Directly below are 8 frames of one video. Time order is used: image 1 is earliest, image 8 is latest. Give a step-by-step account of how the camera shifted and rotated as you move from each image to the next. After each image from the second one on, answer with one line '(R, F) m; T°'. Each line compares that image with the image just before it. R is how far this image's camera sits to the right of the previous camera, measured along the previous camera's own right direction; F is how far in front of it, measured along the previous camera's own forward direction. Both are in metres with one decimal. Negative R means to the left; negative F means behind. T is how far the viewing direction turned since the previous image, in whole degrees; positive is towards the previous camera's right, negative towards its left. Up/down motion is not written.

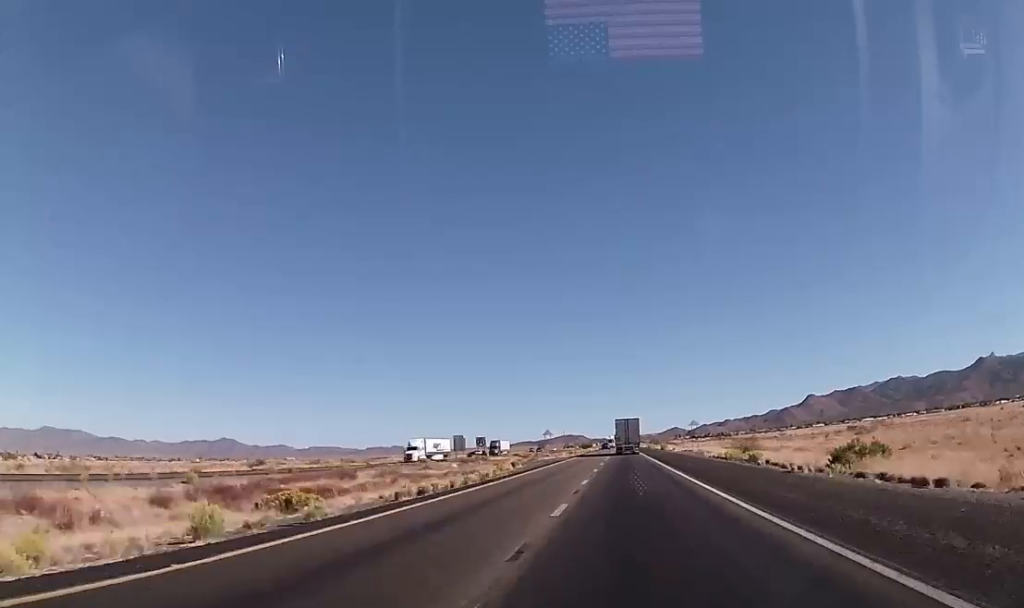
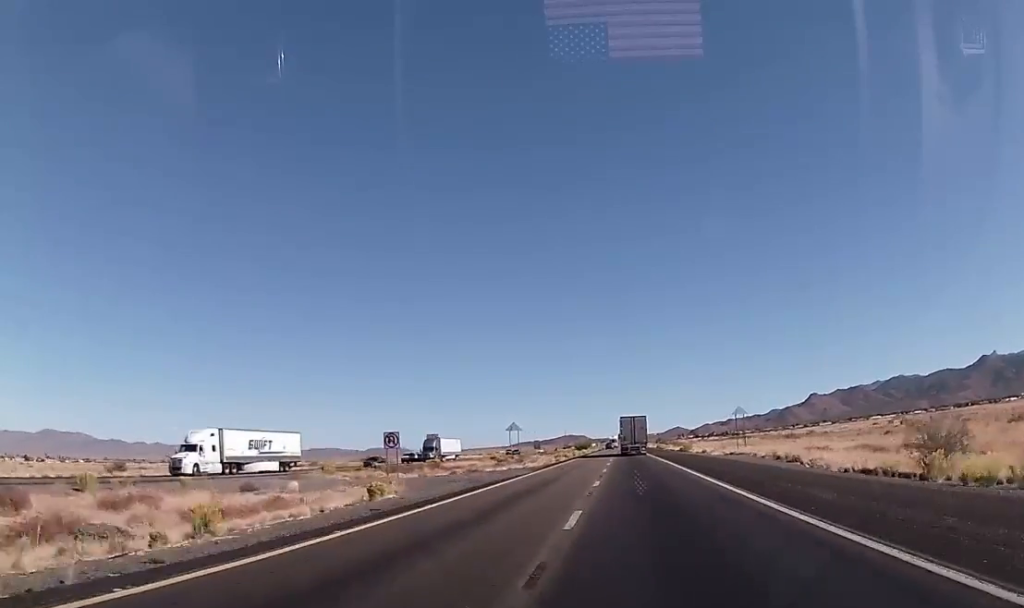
(+0.2, +38.7) m; 0°
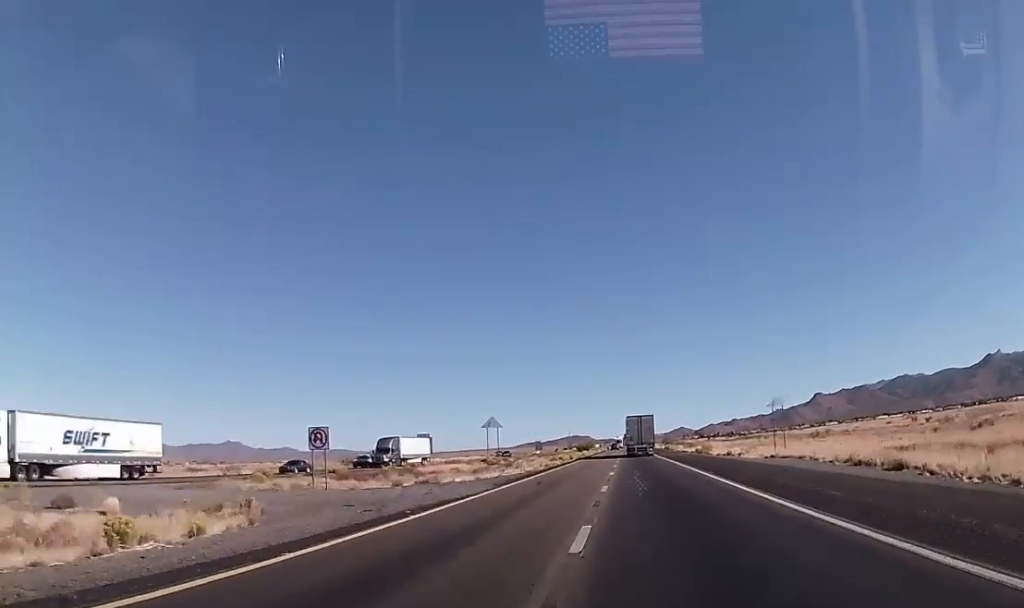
(-0.1, +15.0) m; 0°
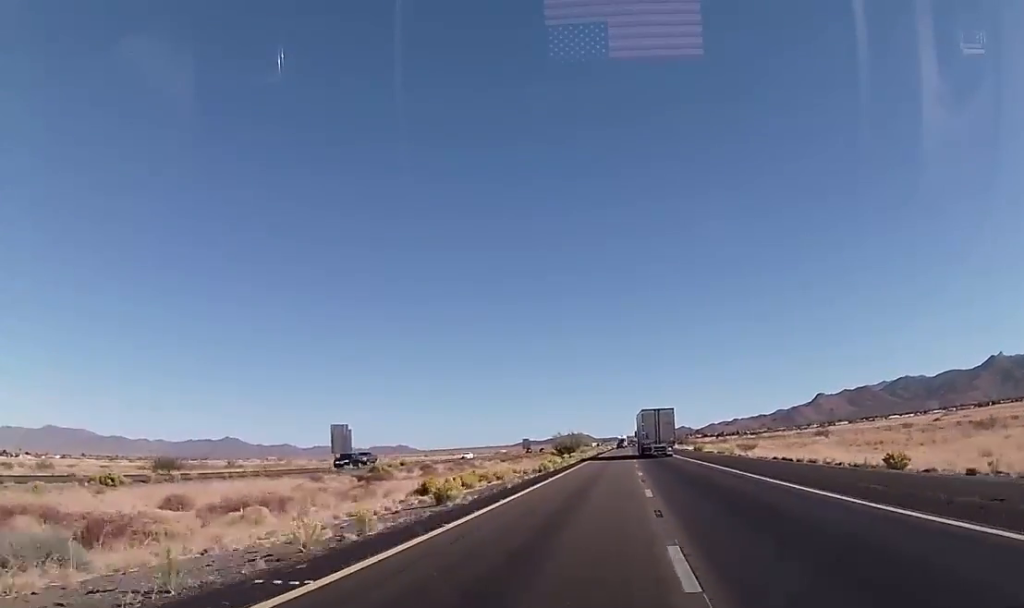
(+0.4, +64.1) m; 0°
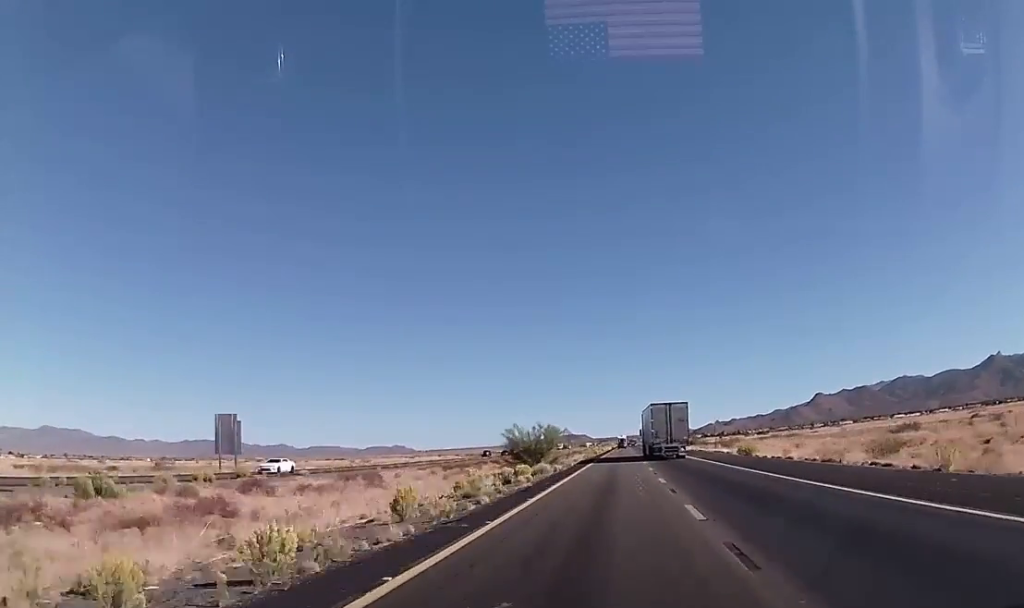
(-0.4, +42.9) m; -1°
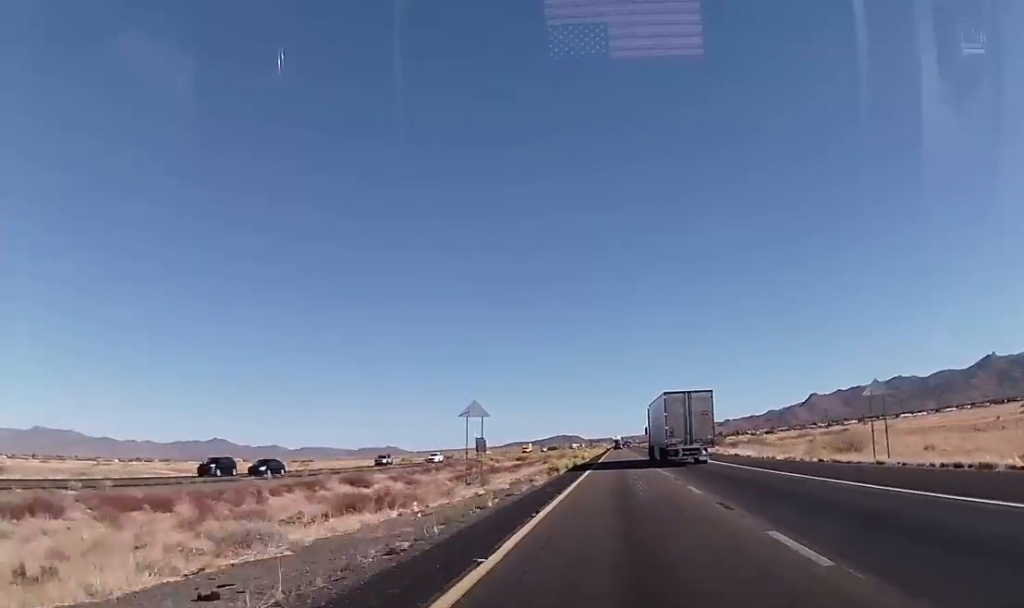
(+0.3, +66.8) m; +1°
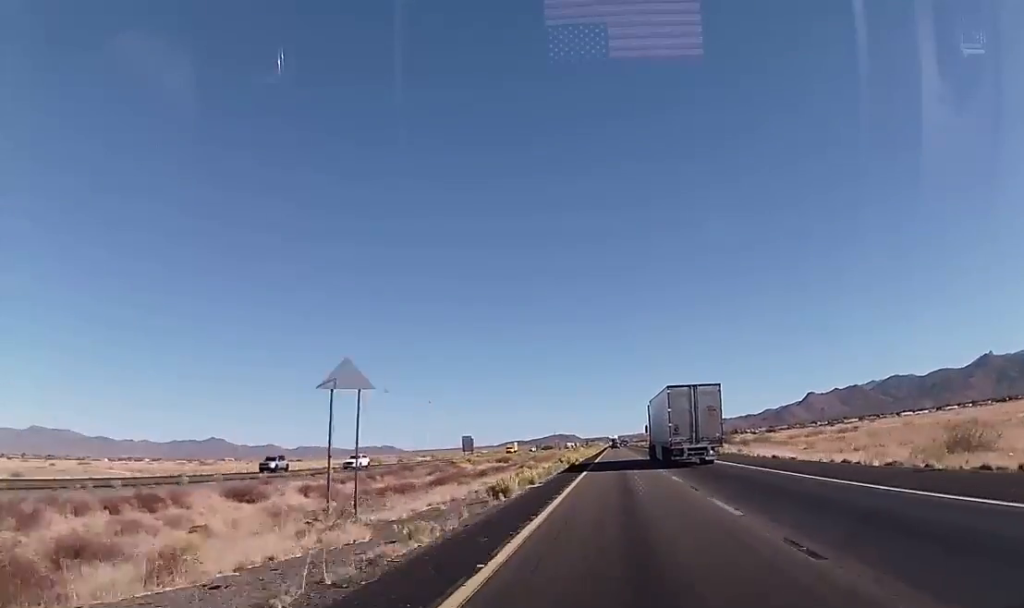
(+0.2, +18.9) m; 0°
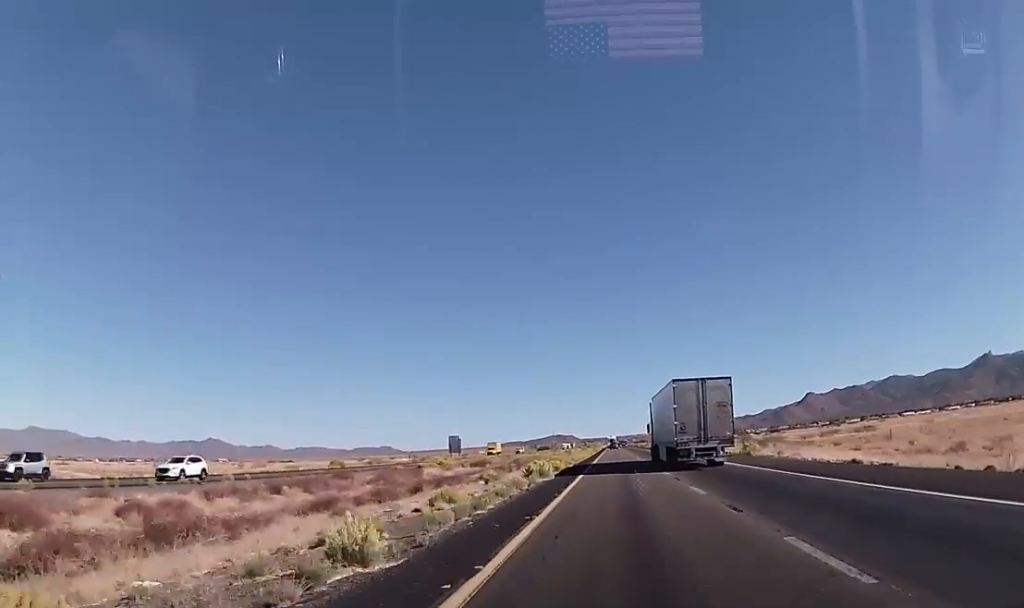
(+0.1, +18.9) m; 0°
